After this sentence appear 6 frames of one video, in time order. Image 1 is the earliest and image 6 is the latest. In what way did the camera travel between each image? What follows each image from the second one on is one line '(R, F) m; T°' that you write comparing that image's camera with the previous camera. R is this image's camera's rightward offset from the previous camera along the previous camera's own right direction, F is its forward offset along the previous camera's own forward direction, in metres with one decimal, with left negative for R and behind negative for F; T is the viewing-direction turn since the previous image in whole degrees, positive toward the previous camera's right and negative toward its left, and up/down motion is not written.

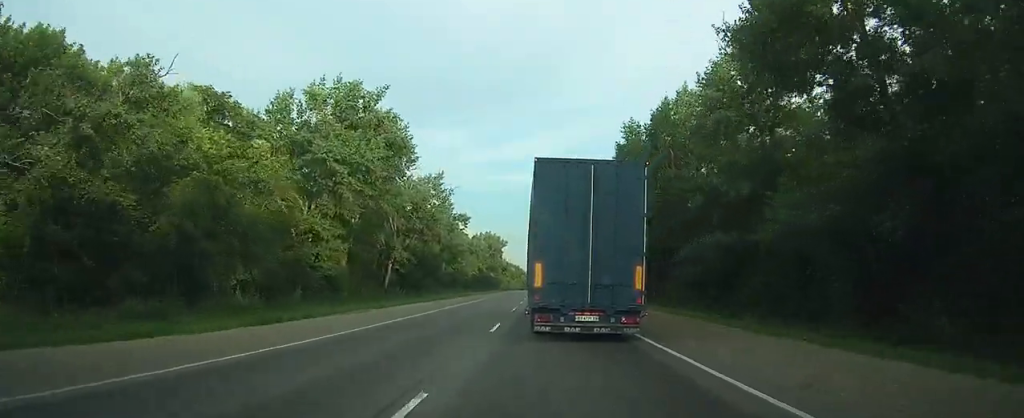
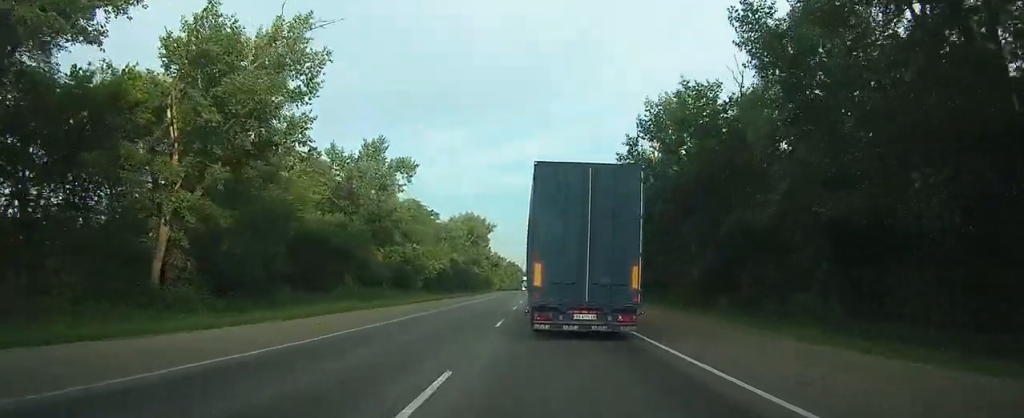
(-0.1, +47.9) m; 0°
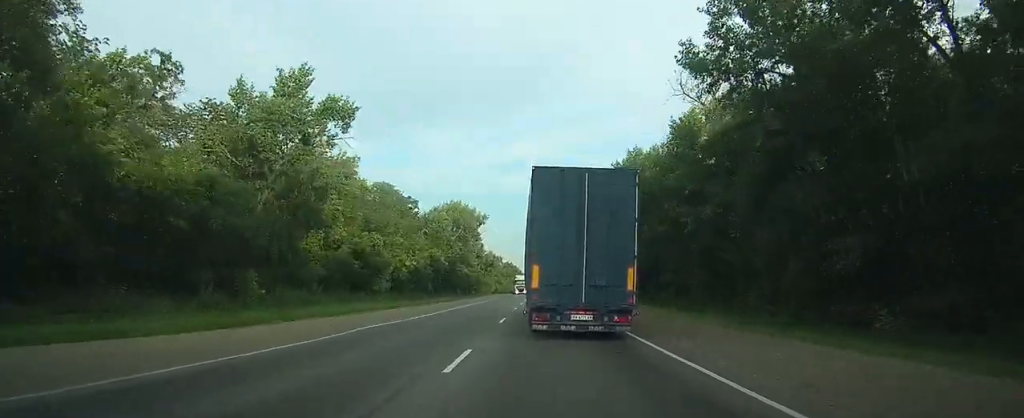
(+0.1, +21.0) m; 0°
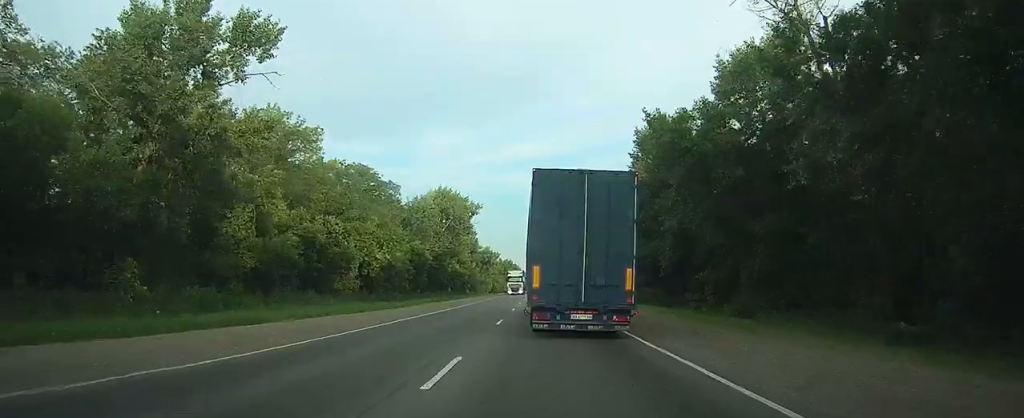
(0.0, +13.2) m; 0°
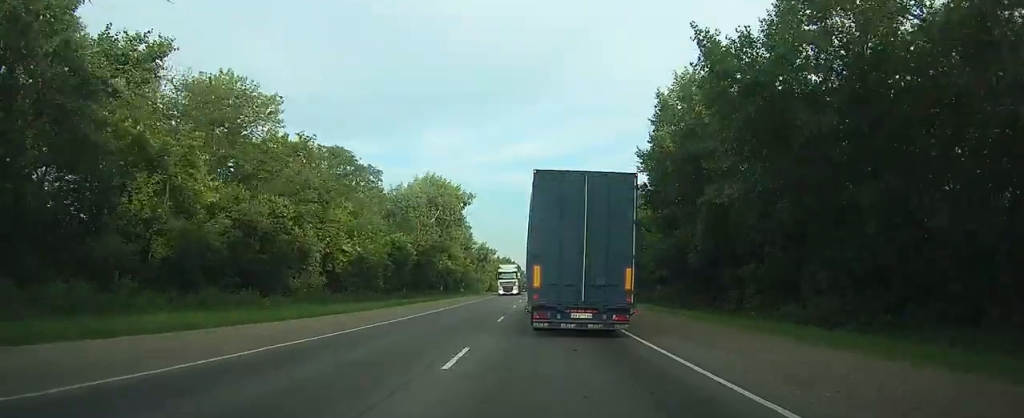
(0.0, +9.9) m; 0°
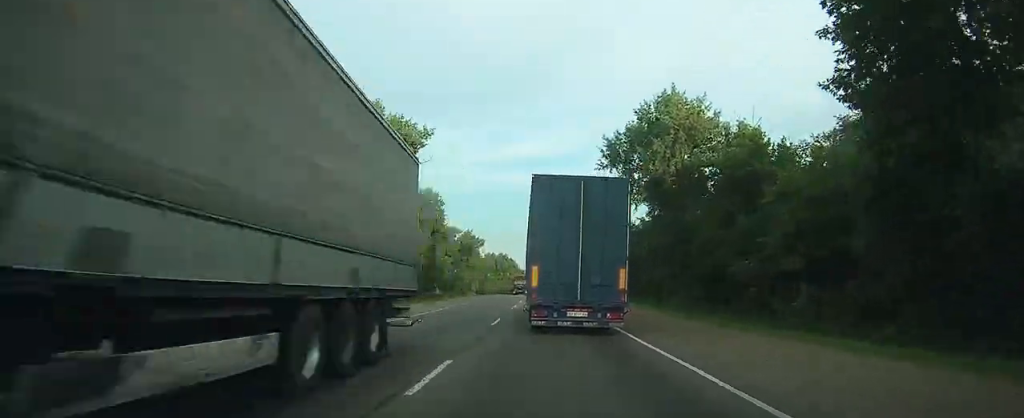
(-0.2, +33.3) m; -1°
